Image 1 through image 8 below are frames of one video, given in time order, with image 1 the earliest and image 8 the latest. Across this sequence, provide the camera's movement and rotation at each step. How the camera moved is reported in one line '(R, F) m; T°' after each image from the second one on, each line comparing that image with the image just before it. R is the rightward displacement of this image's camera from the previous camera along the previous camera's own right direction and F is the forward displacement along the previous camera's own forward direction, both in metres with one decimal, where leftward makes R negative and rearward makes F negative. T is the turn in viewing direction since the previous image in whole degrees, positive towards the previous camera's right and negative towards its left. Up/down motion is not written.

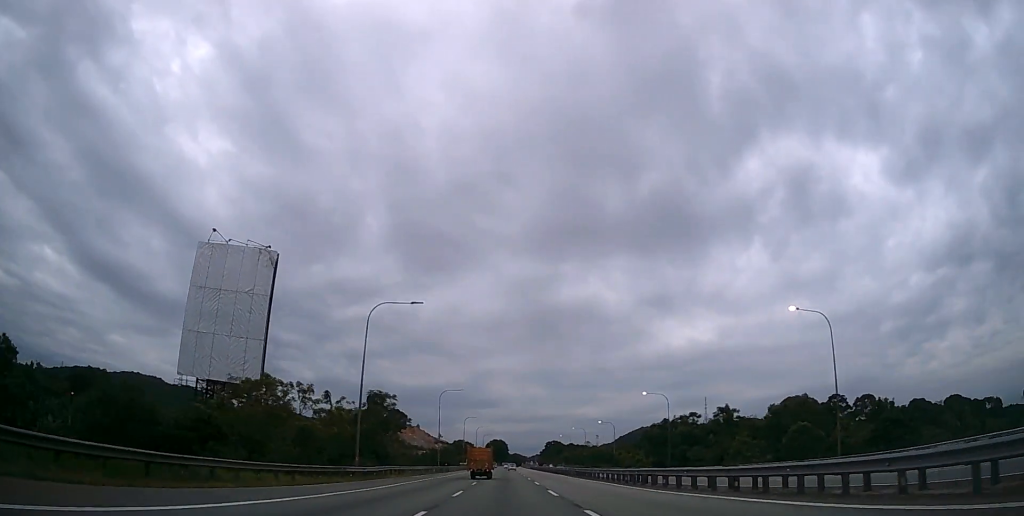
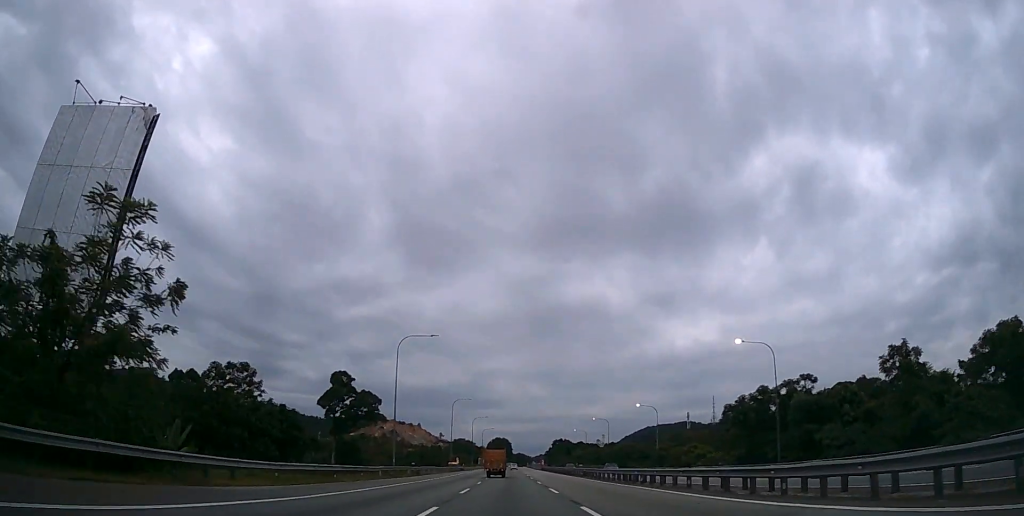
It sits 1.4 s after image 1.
(0.0, +35.0) m; 0°
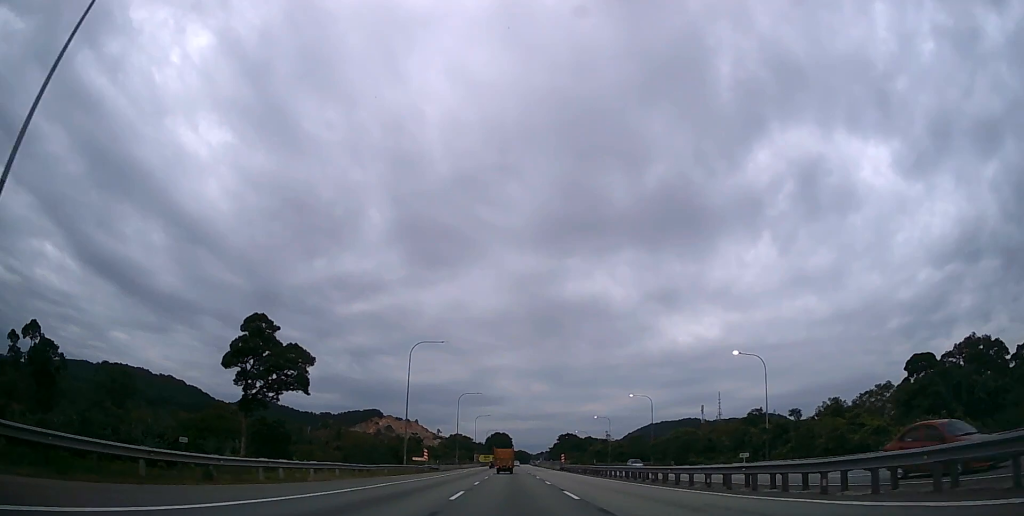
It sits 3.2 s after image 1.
(-0.1, +42.0) m; 0°
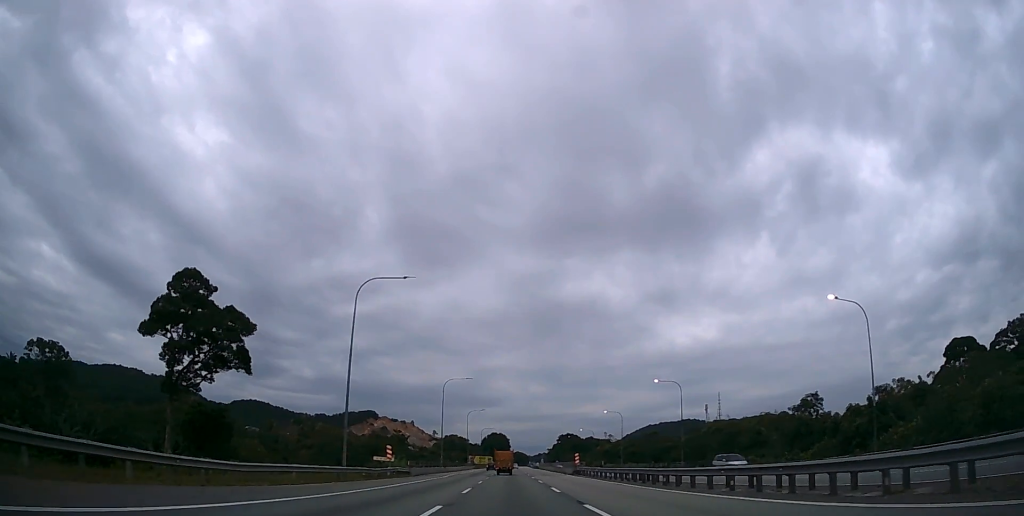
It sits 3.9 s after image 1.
(0.0, +18.6) m; 0°
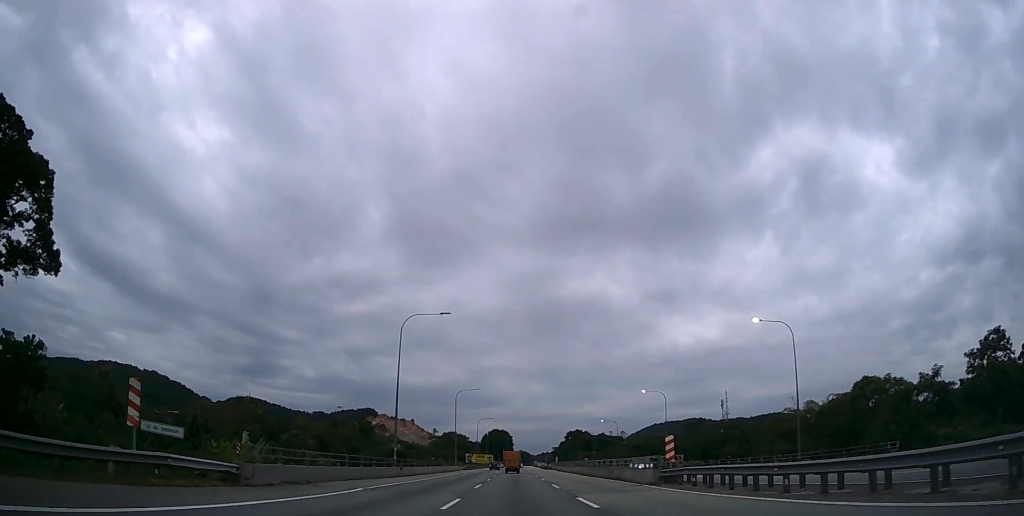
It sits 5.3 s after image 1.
(0.0, +33.2) m; 0°
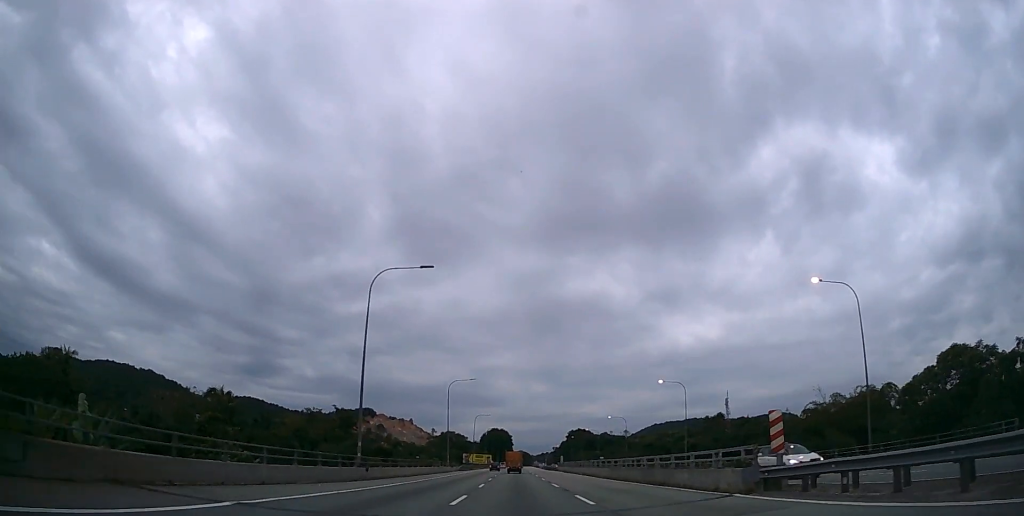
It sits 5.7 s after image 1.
(0.0, +10.8) m; 0°
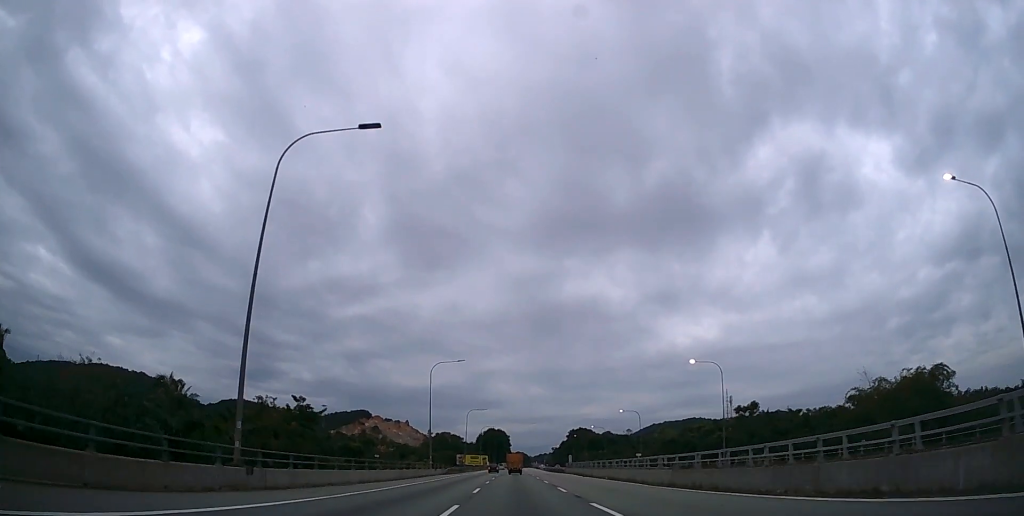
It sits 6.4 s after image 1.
(0.0, +15.7) m; 0°
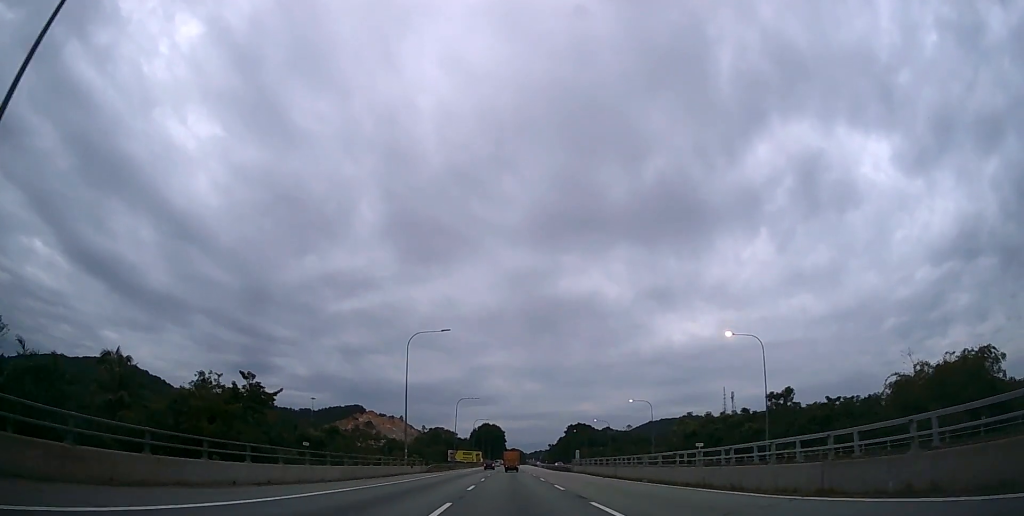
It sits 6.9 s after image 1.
(0.0, +12.7) m; 0°
